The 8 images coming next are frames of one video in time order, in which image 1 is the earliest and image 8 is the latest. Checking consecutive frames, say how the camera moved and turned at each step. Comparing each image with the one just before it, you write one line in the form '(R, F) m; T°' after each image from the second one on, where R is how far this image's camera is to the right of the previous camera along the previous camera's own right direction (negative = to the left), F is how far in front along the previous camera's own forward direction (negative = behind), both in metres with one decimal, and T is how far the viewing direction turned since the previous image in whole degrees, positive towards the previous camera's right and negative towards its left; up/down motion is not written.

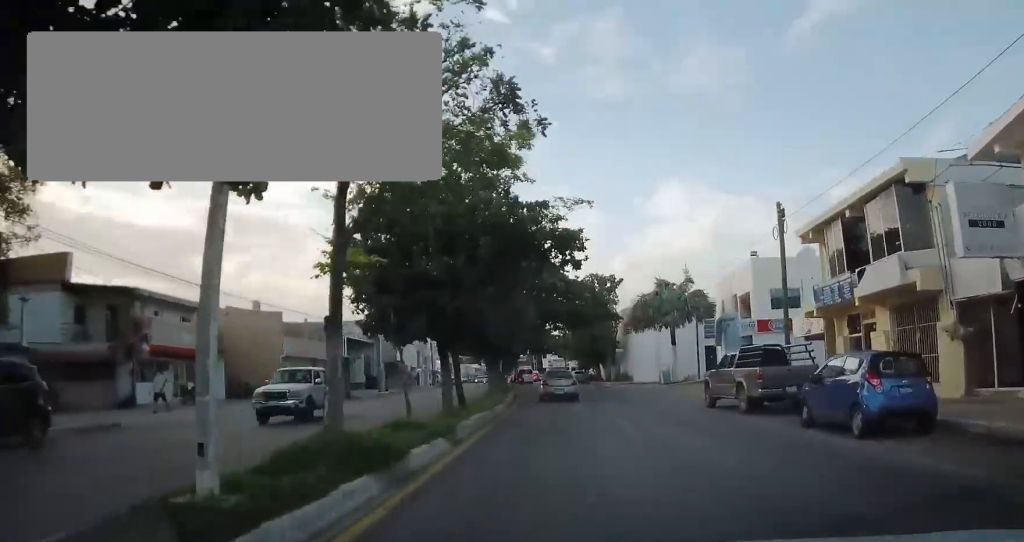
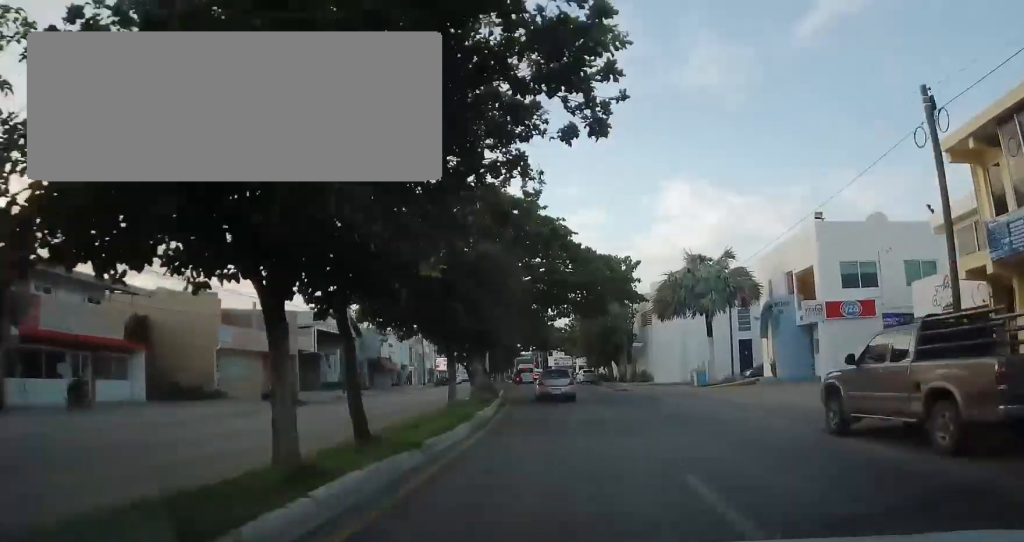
(-0.3, +9.3) m; 0°
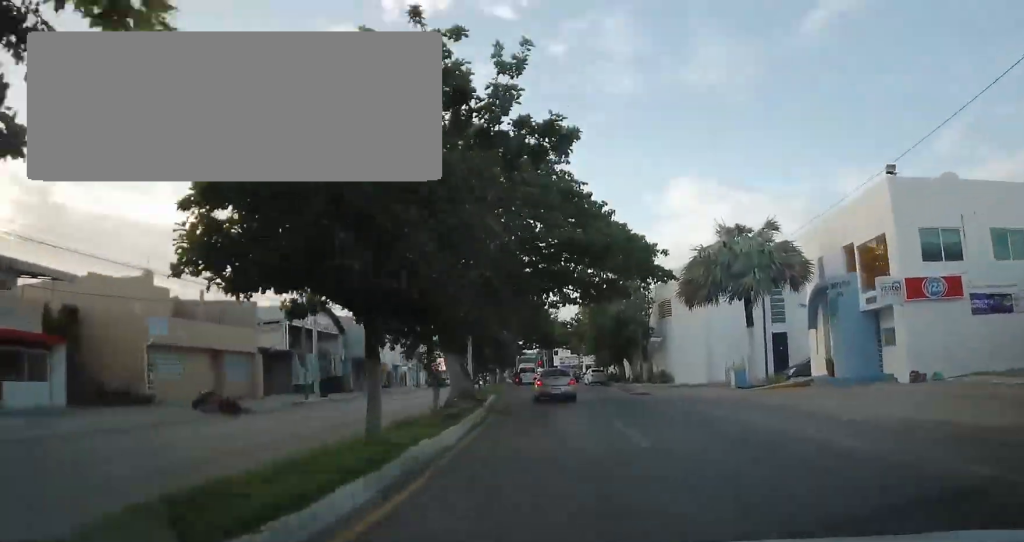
(0.0, +6.7) m; 0°
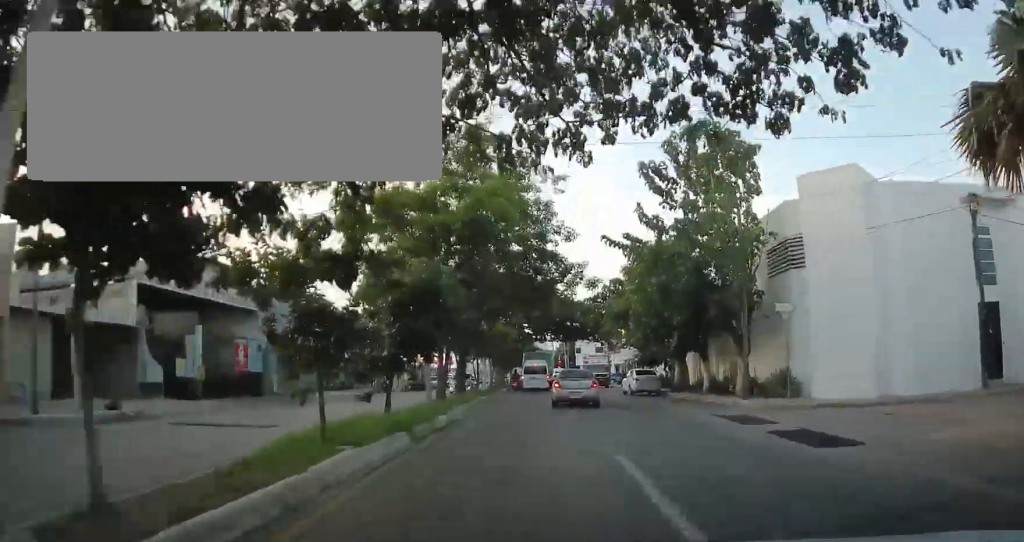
(-0.1, +20.9) m; 0°
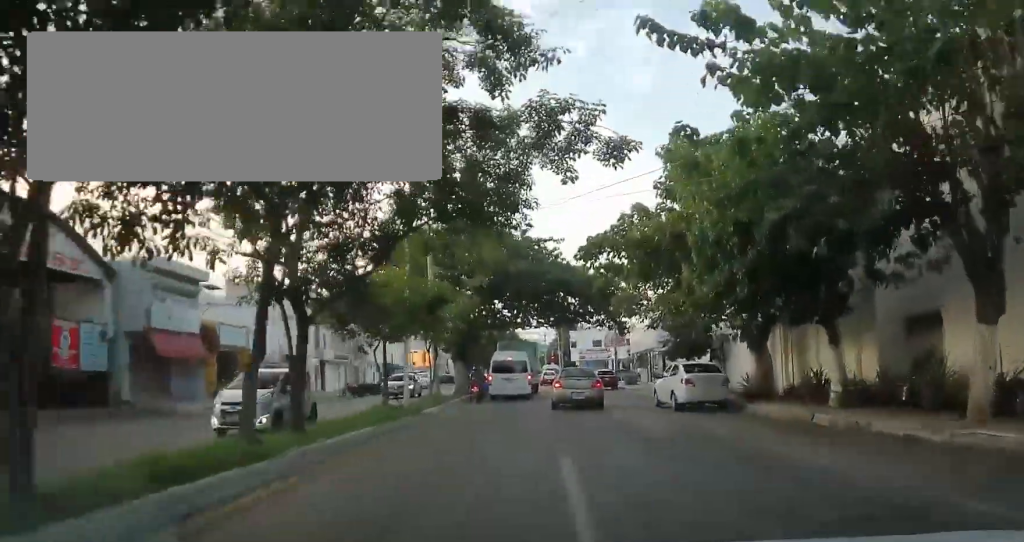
(+0.3, +16.1) m; +1°
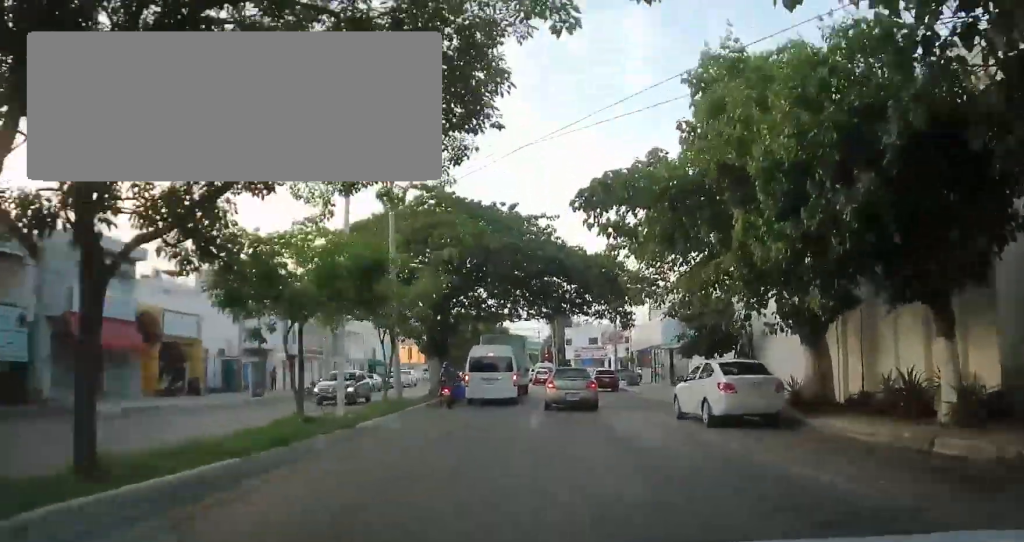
(-0.2, +5.5) m; 0°
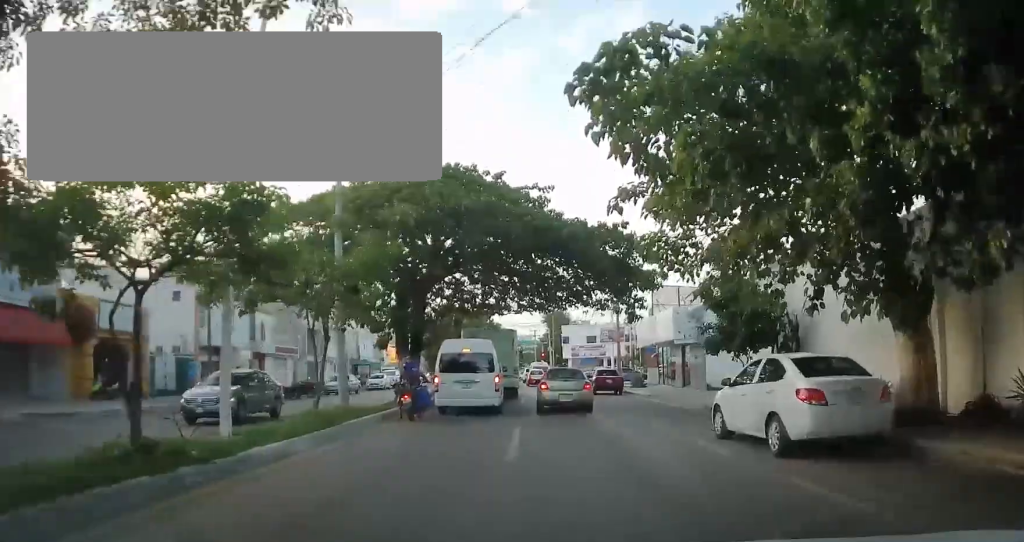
(+0.2, +4.7) m; 0°
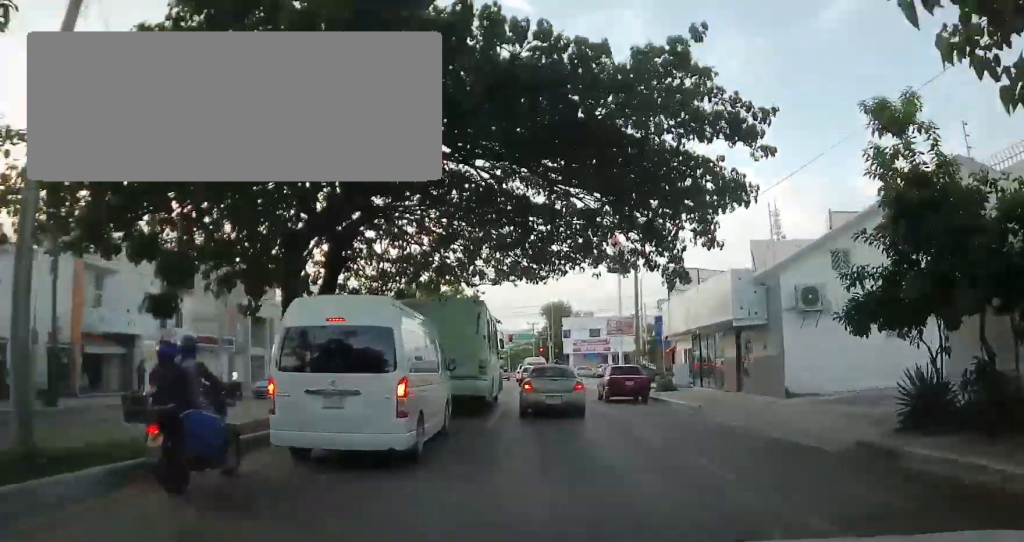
(-0.1, +9.6) m; -2°
